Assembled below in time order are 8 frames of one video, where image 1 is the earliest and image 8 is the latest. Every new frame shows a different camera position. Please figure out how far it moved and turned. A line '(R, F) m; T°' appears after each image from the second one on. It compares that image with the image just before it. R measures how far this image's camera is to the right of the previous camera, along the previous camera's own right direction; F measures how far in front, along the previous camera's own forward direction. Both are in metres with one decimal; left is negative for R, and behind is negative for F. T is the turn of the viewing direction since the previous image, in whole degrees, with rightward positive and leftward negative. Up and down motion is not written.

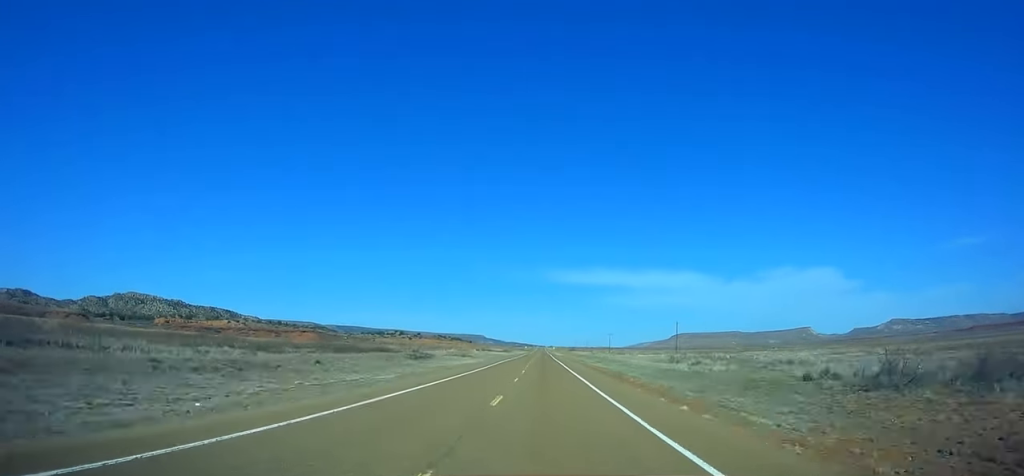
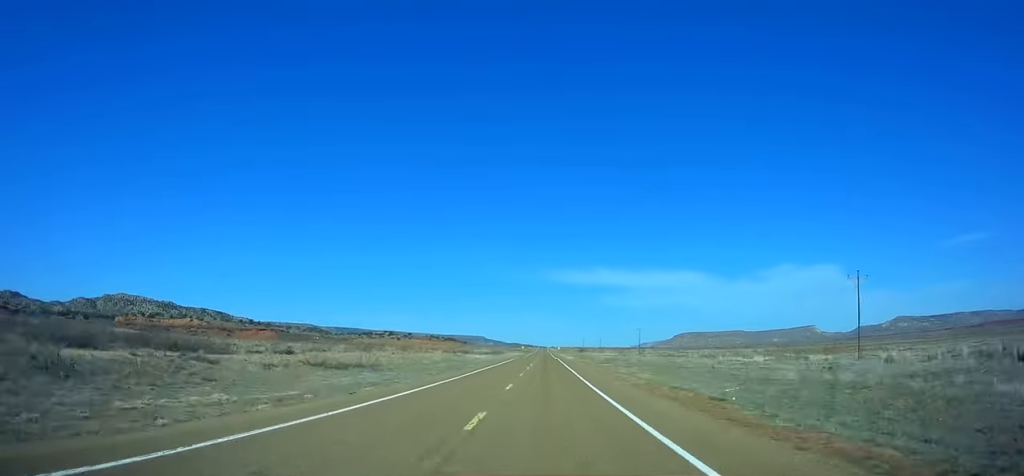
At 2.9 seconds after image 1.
(-0.2, +79.3) m; 0°
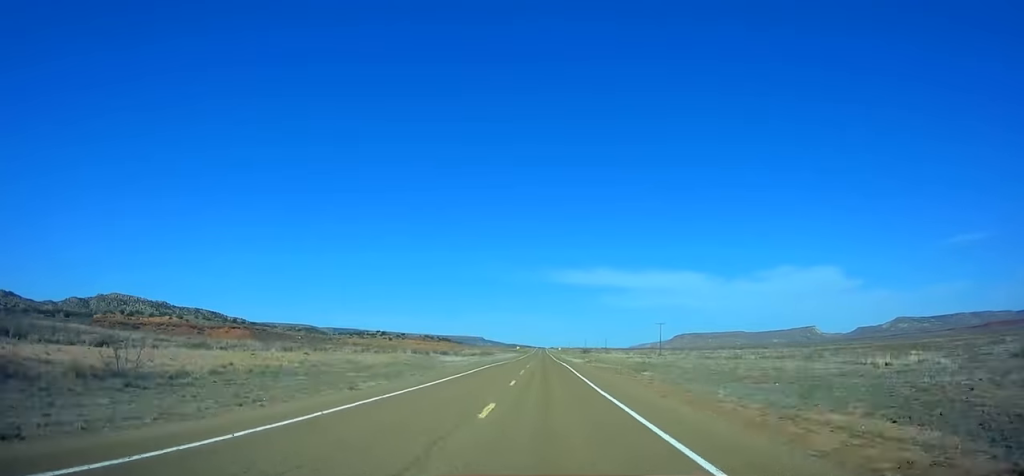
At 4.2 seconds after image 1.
(0.0, +35.6) m; 0°
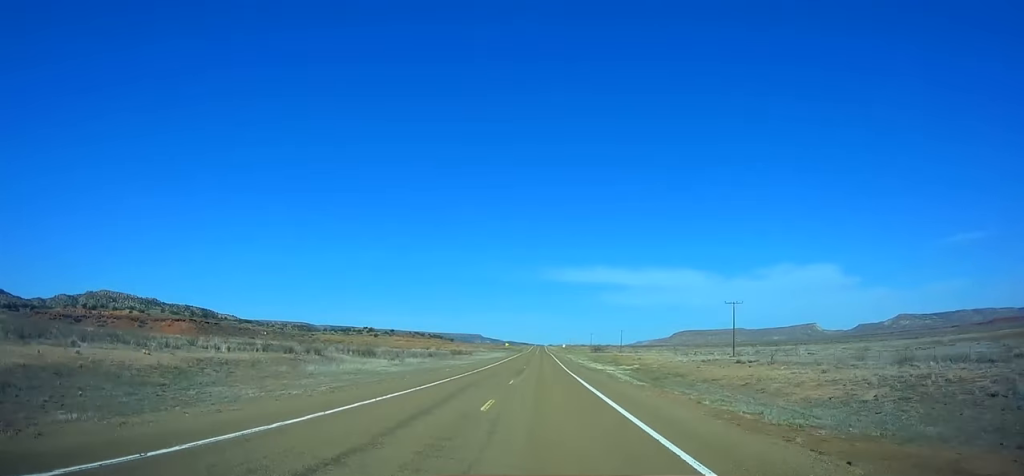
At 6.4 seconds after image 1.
(-0.2, +60.4) m; 0°
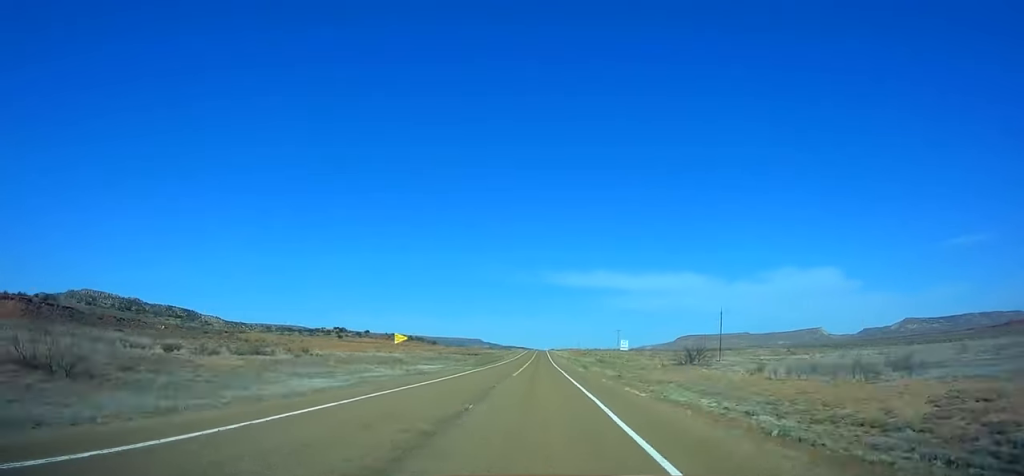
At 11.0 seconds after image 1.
(+0.3, +126.1) m; 0°
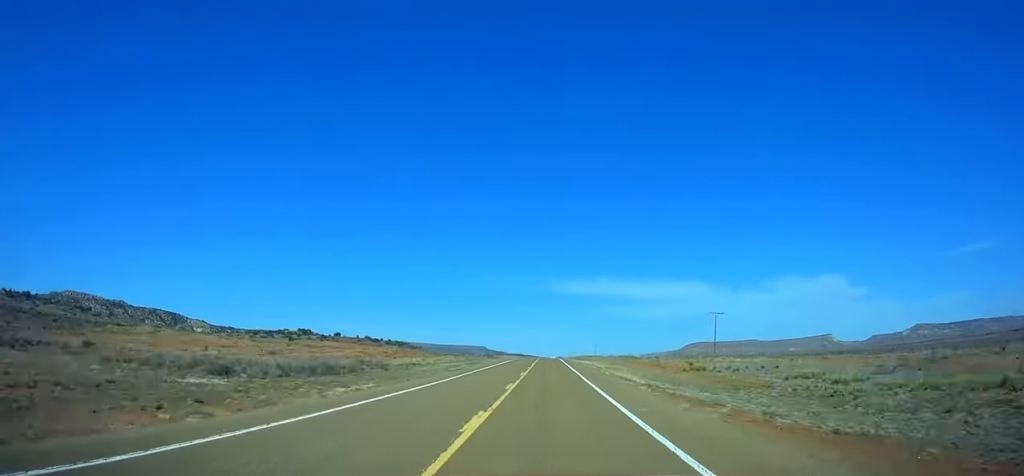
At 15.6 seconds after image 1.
(-0.6, +125.7) m; 0°
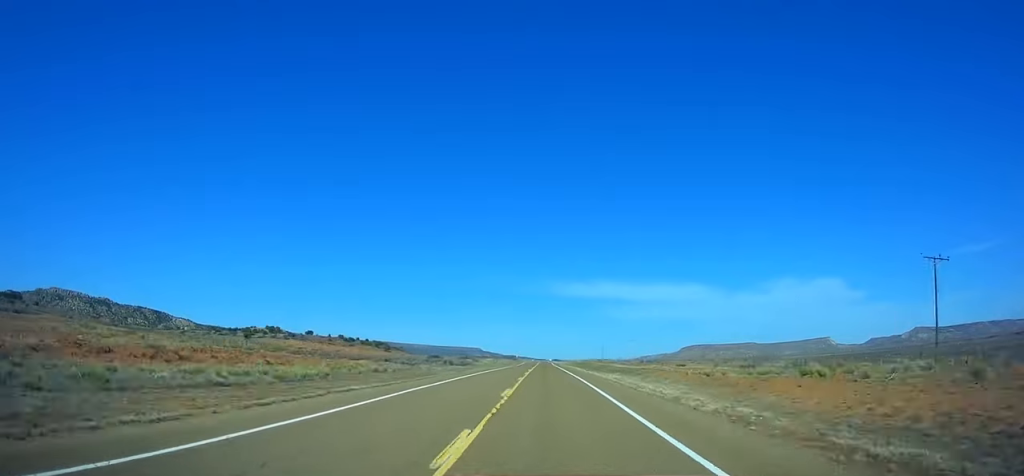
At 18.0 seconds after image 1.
(+0.3, +65.5) m; 0°
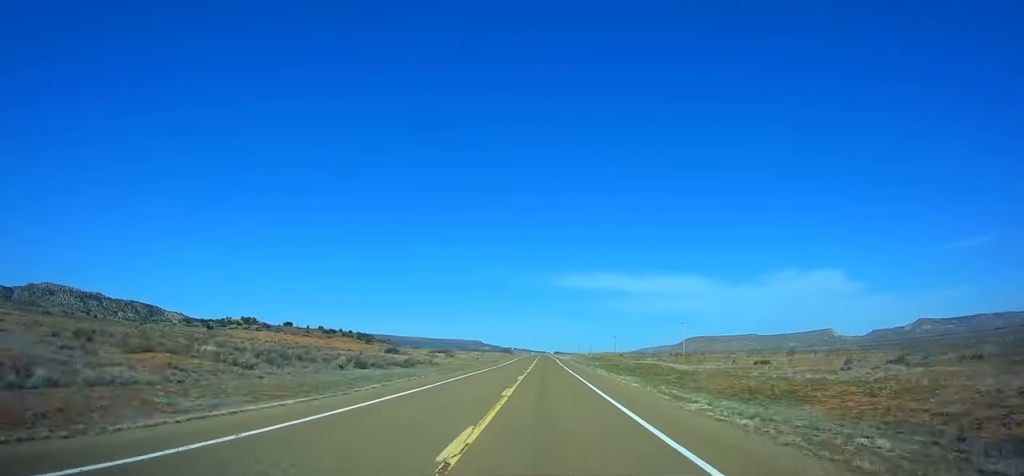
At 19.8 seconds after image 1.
(-0.1, +49.1) m; 0°
